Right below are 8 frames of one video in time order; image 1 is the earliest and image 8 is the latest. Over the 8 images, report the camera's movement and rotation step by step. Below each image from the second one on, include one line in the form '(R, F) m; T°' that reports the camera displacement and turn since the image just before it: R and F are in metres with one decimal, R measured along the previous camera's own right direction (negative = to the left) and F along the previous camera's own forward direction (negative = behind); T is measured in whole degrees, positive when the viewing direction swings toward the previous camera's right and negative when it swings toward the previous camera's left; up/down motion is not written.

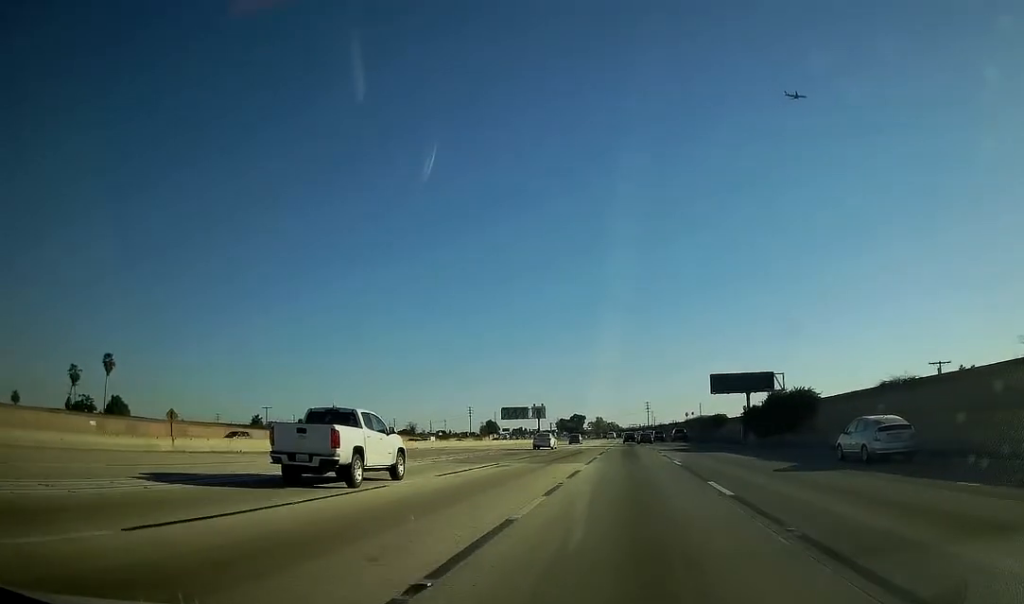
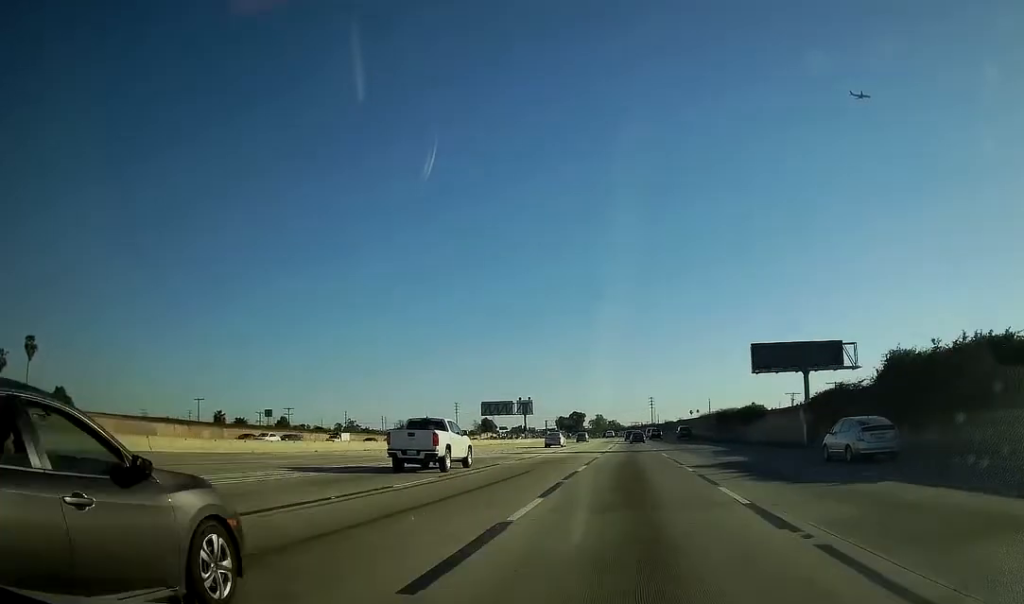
(+0.6, +29.9) m; +1°
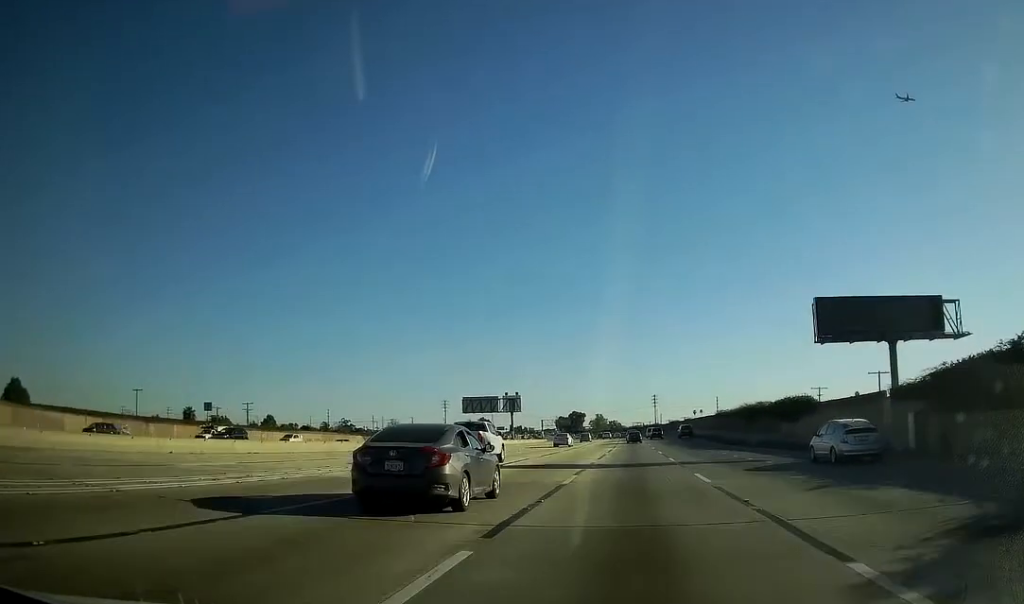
(0.0, +21.3) m; -1°
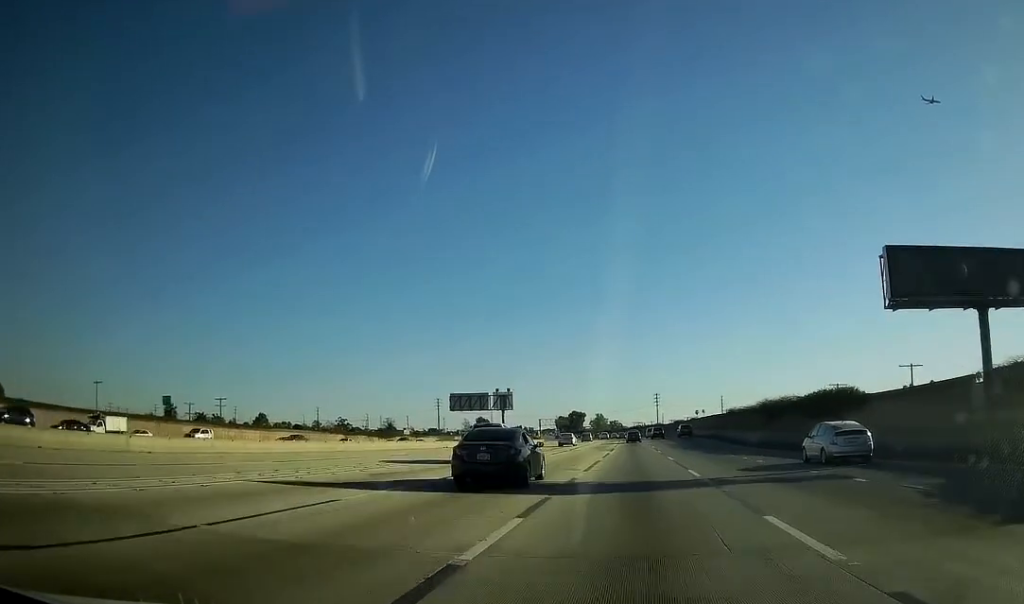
(+0.1, +11.3) m; -1°
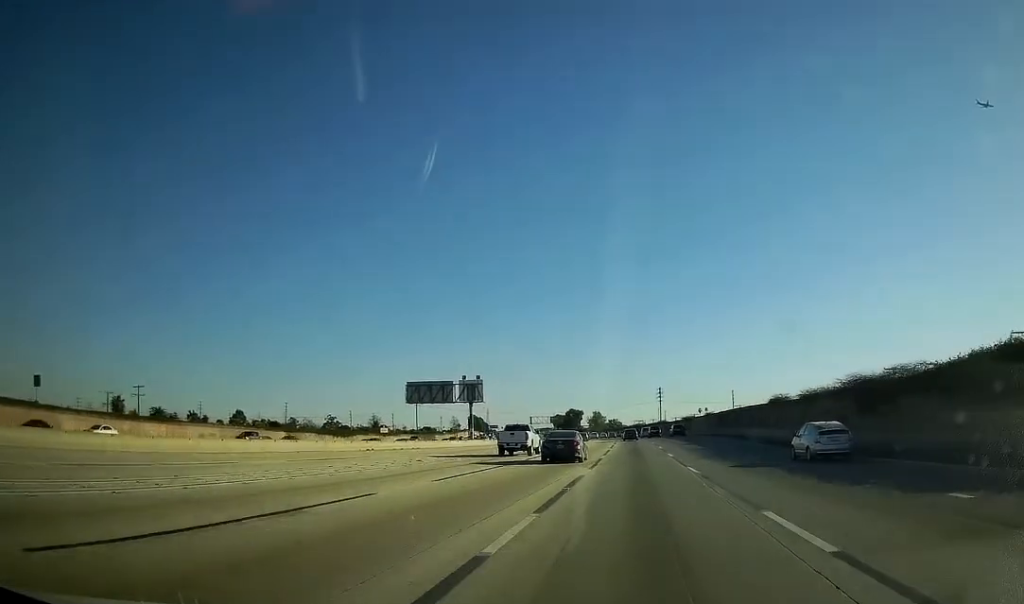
(-0.7, +28.2) m; 0°
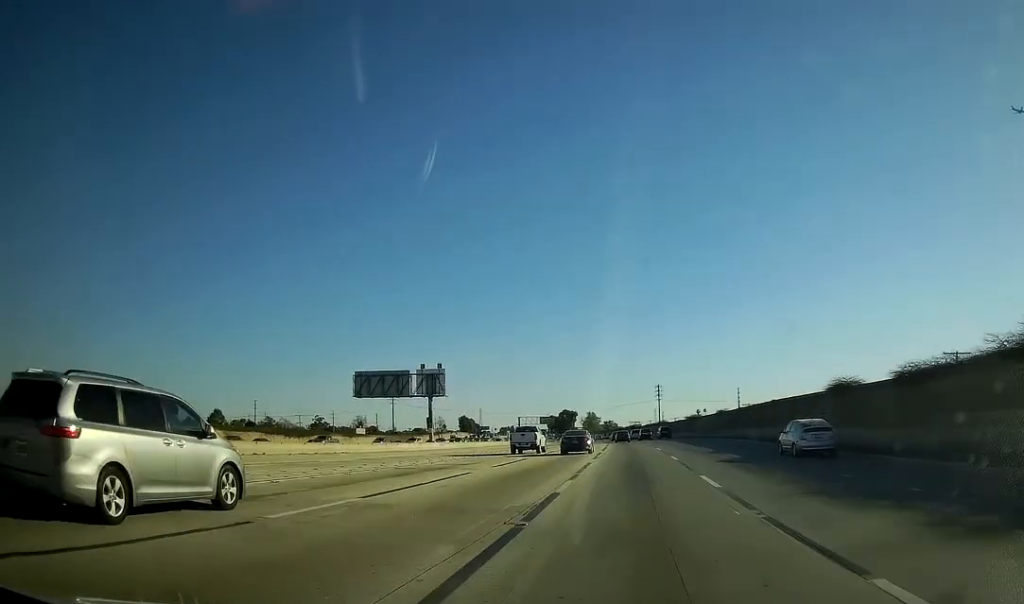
(+0.6, +20.9) m; +1°
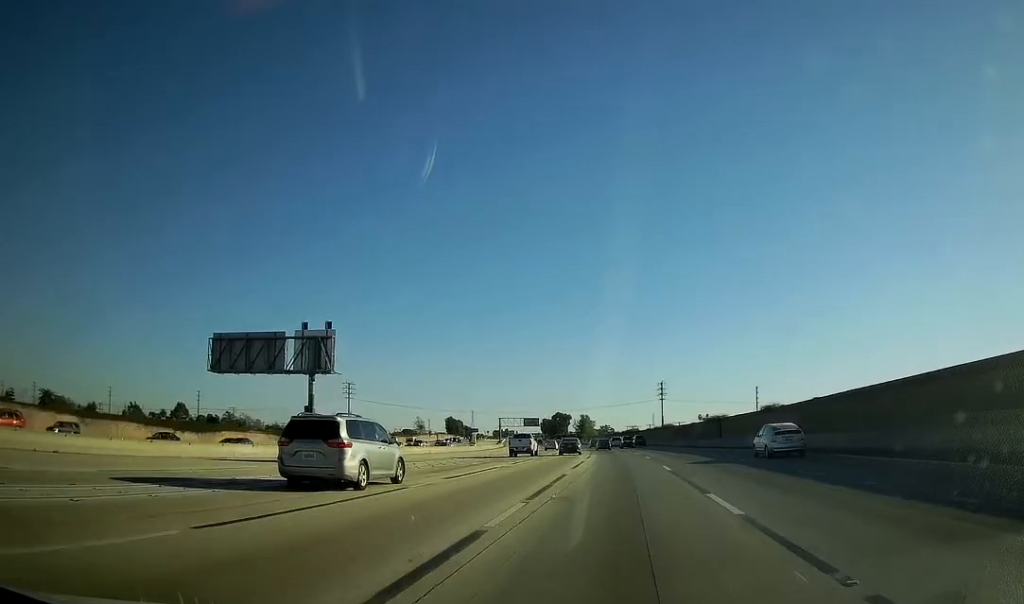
(-0.4, +34.9) m; -2°
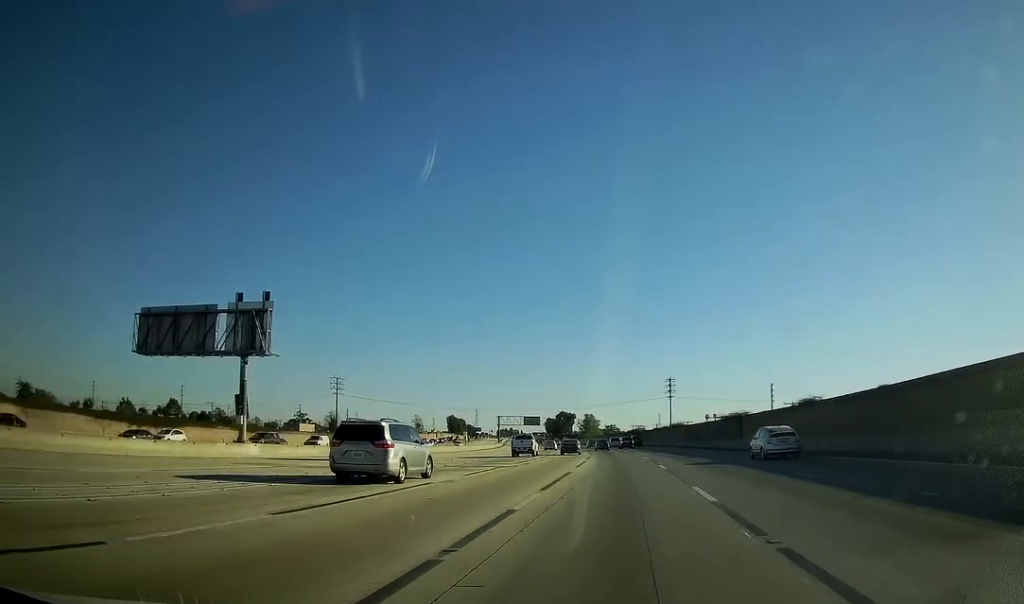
(-0.4, +11.5) m; 0°
